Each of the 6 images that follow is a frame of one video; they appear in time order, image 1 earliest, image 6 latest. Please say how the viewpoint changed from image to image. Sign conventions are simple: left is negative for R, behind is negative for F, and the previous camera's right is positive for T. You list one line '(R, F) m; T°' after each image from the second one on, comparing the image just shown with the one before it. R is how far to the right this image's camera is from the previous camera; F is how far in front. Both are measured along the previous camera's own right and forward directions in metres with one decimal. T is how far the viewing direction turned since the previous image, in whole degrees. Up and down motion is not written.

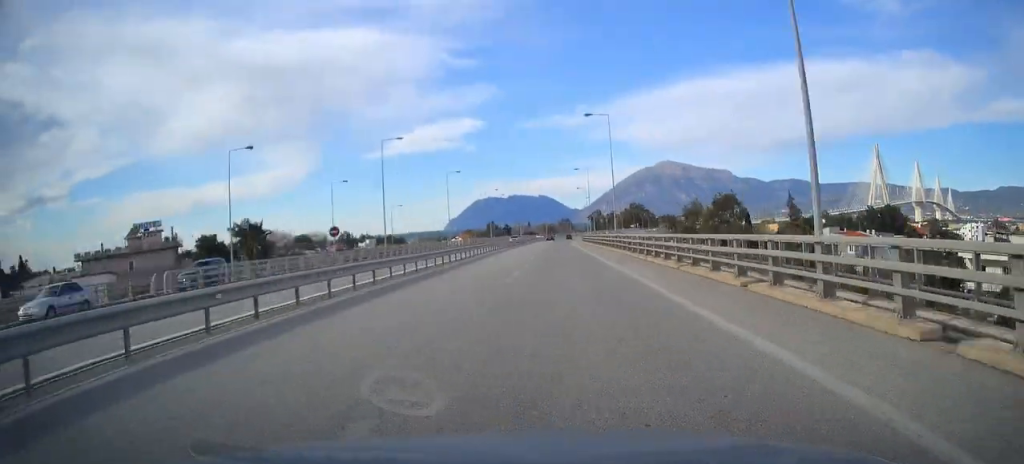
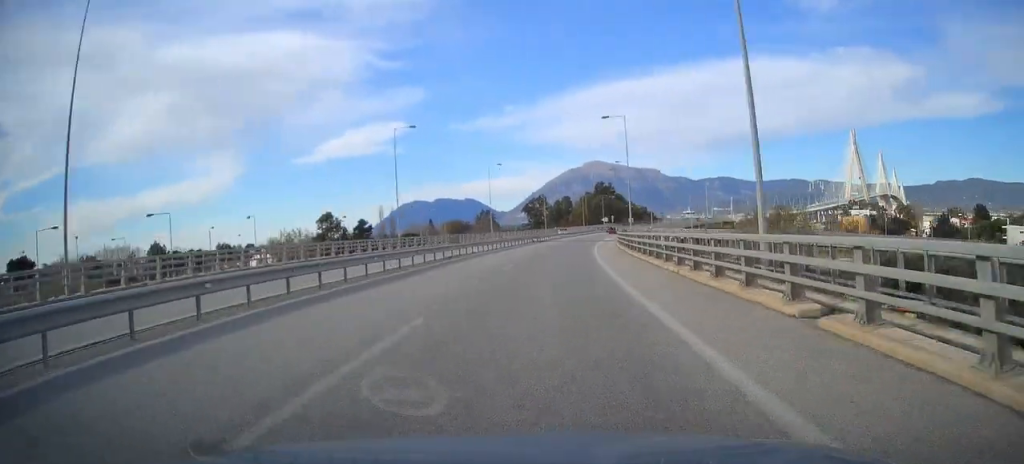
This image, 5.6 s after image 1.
(+8.1, +165.6) m; +10°
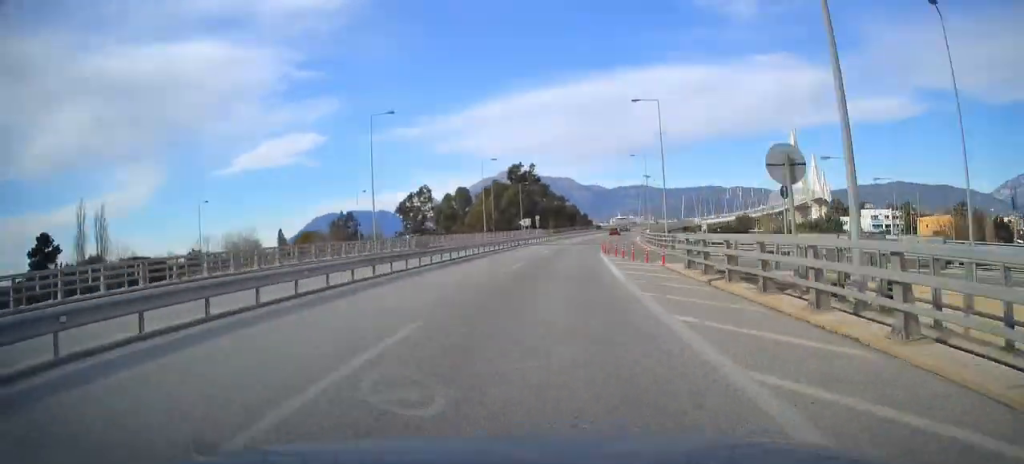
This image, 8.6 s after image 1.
(+5.4, +87.6) m; +7°
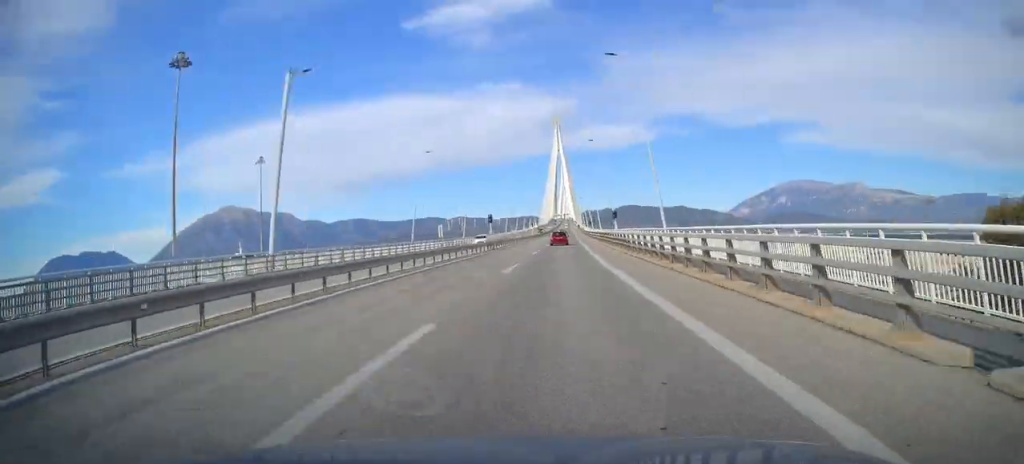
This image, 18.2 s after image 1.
(+60.2, +276.0) m; +19°
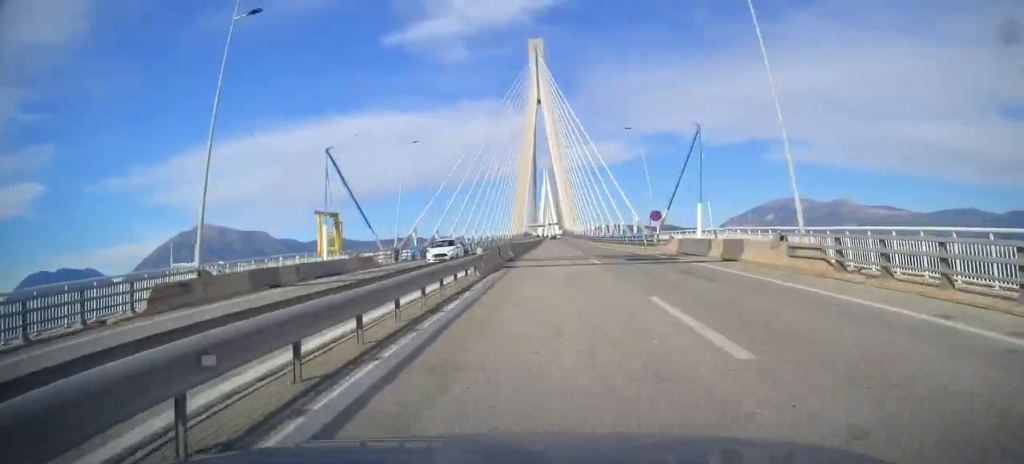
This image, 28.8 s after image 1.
(+12.3, +296.8) m; +3°
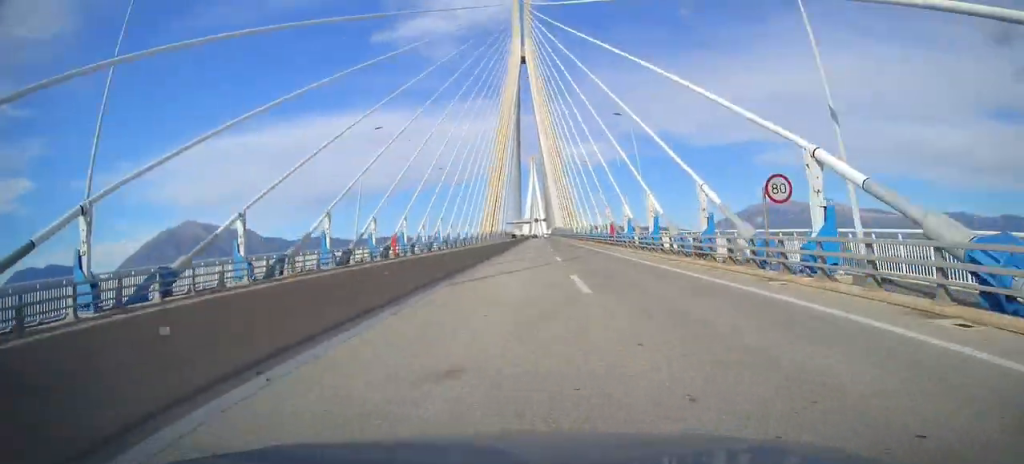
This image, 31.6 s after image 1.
(+0.4, +82.2) m; 0°
